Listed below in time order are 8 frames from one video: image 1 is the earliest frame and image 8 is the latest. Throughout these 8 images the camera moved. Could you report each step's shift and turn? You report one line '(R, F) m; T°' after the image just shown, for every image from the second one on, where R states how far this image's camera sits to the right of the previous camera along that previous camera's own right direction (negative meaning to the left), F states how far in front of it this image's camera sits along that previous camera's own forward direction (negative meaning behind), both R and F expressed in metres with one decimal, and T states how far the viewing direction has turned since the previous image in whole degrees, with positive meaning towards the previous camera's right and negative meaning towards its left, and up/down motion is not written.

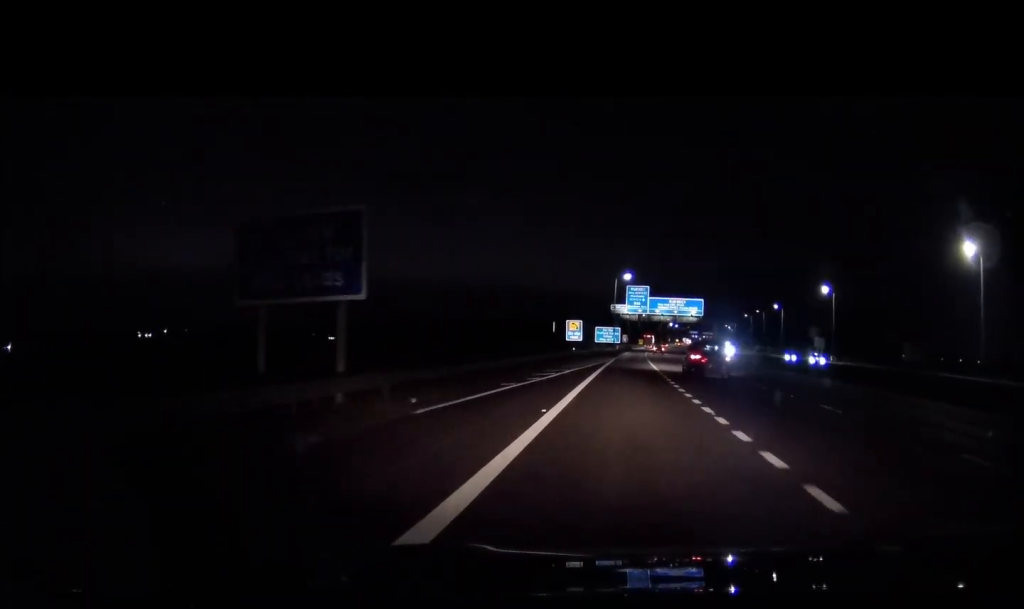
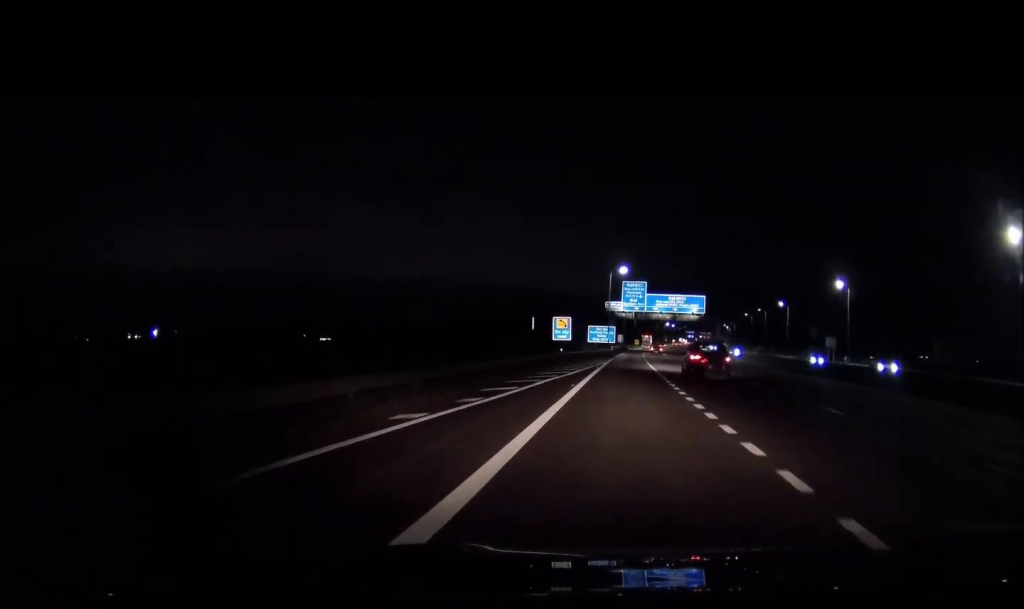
(+0.4, +9.4) m; 0°
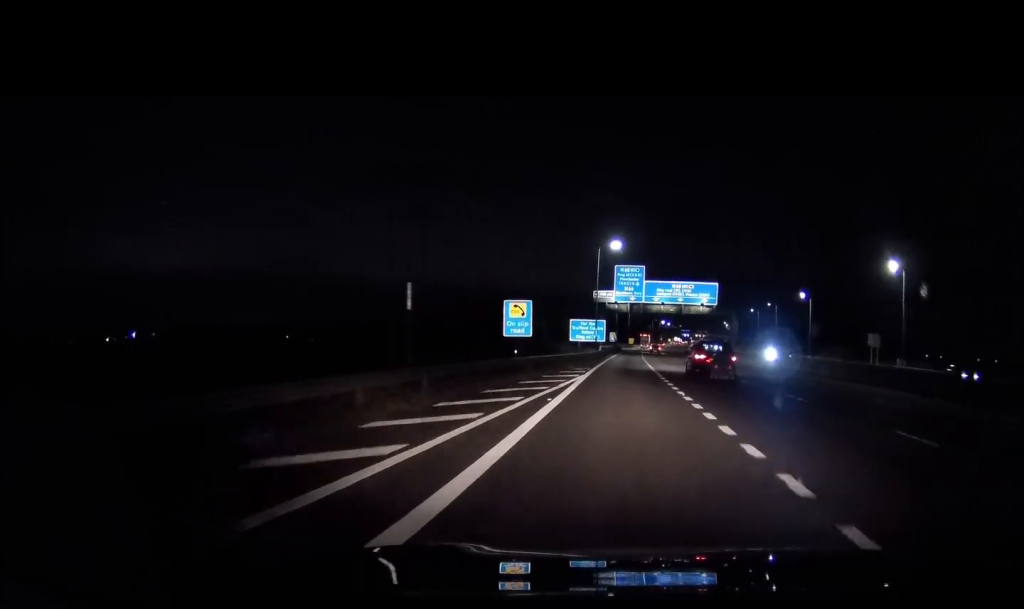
(+0.1, +23.2) m; 0°
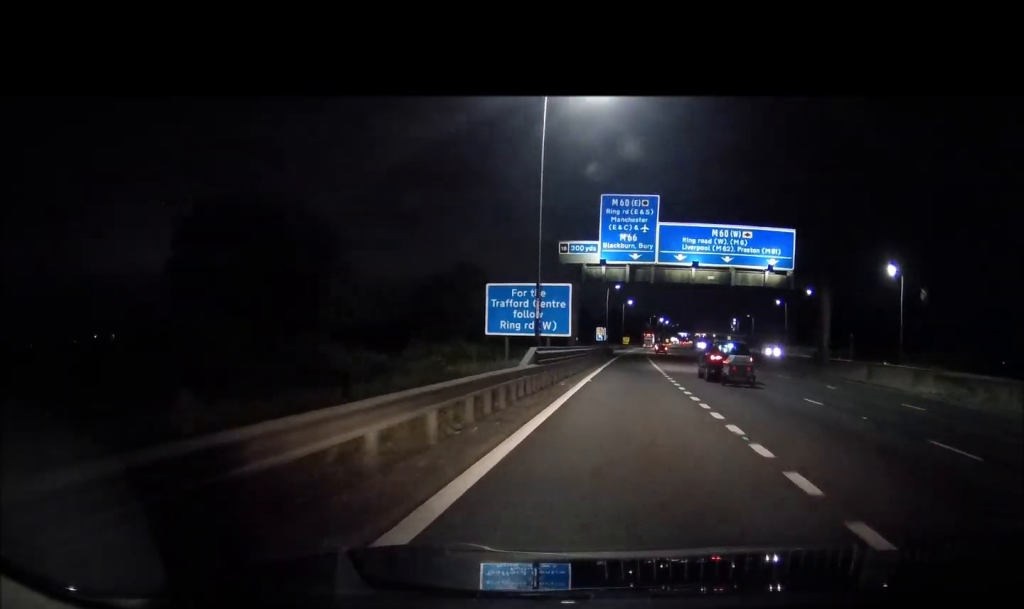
(+0.3, +46.3) m; +2°
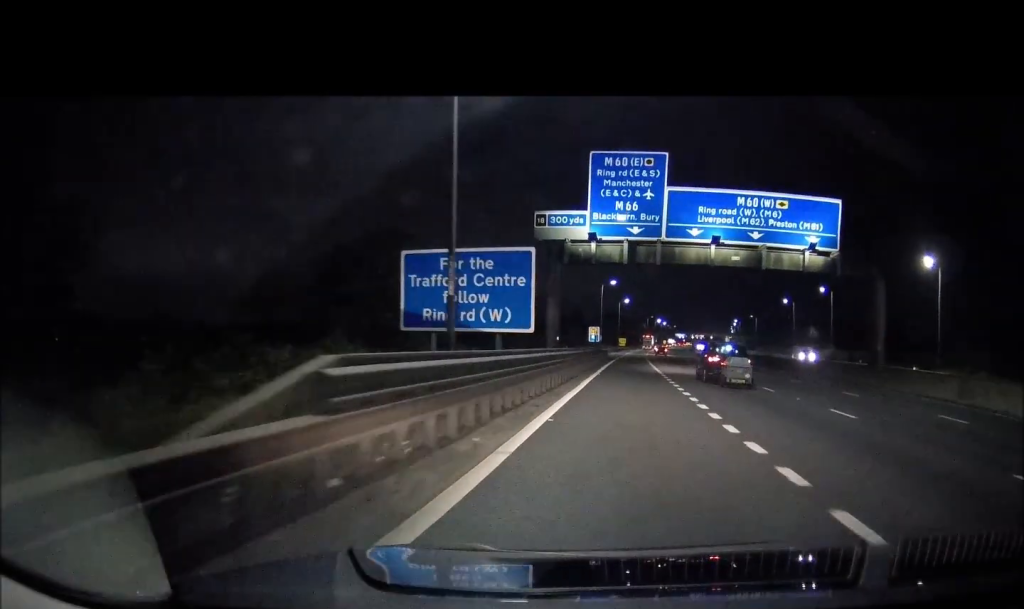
(+0.1, +12.0) m; 0°
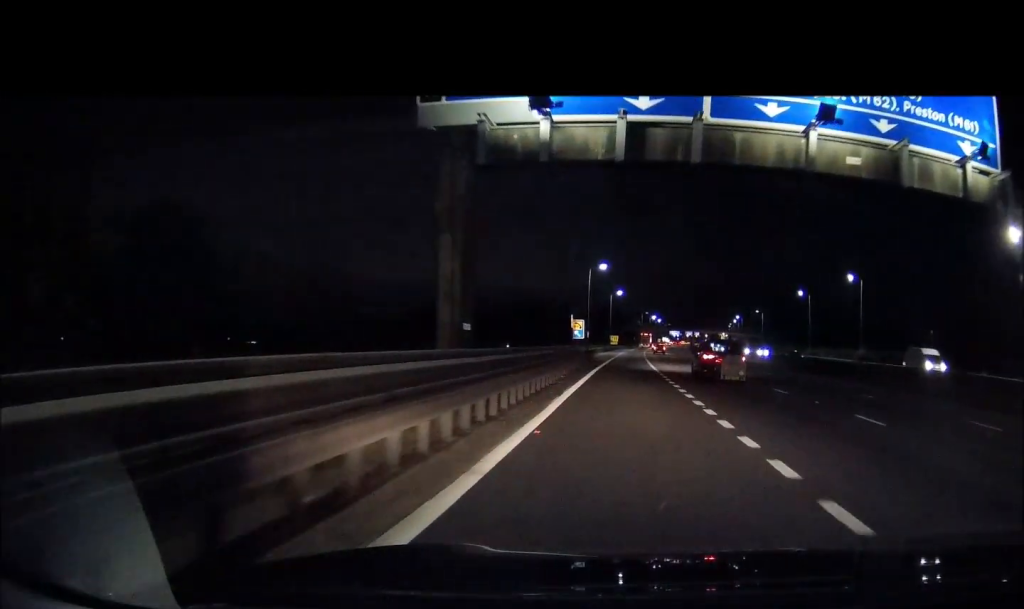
(+0.1, +20.5) m; 0°
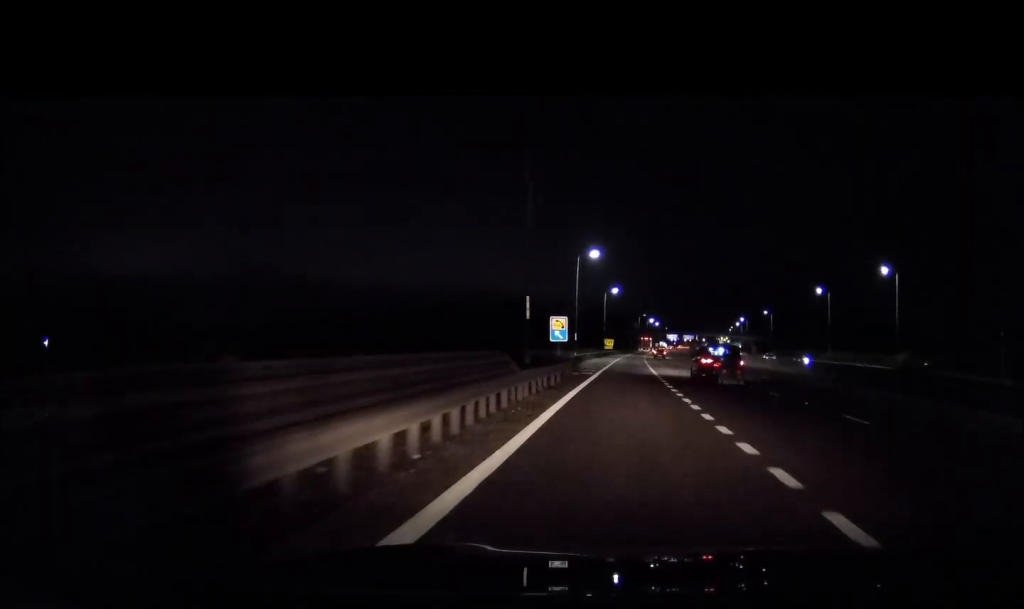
(-0.1, +17.0) m; +1°
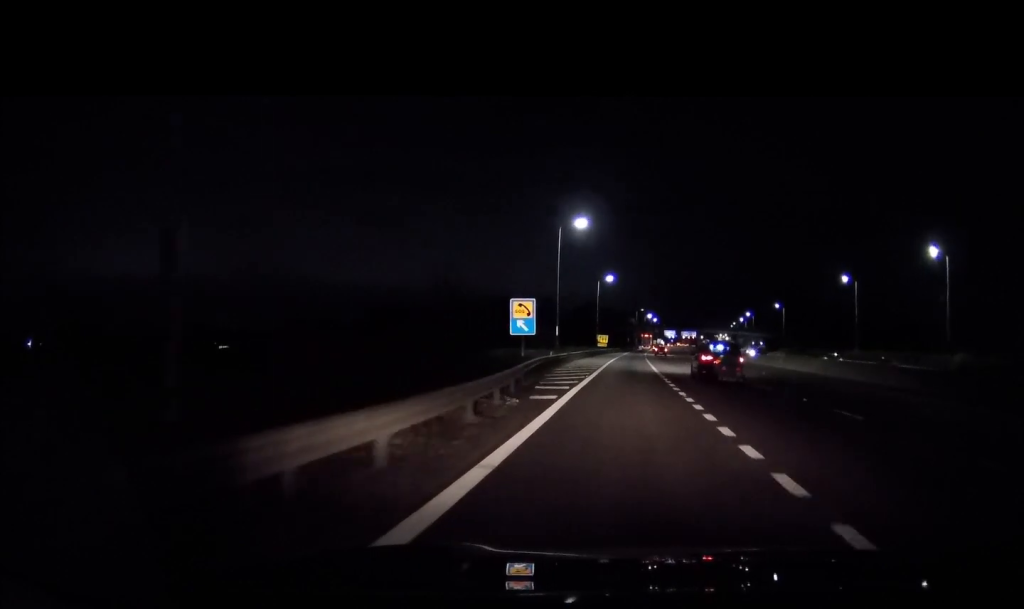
(+0.3, +17.7) m; +1°
